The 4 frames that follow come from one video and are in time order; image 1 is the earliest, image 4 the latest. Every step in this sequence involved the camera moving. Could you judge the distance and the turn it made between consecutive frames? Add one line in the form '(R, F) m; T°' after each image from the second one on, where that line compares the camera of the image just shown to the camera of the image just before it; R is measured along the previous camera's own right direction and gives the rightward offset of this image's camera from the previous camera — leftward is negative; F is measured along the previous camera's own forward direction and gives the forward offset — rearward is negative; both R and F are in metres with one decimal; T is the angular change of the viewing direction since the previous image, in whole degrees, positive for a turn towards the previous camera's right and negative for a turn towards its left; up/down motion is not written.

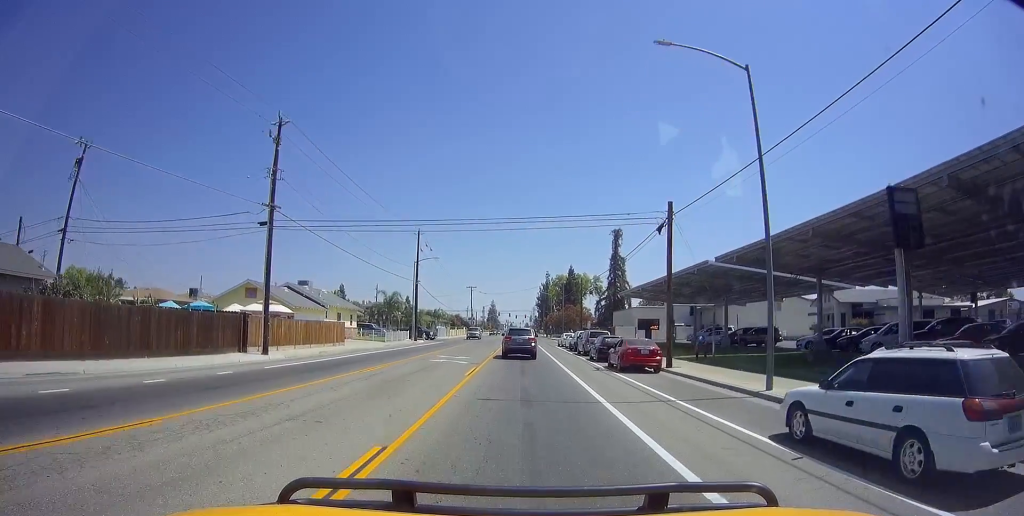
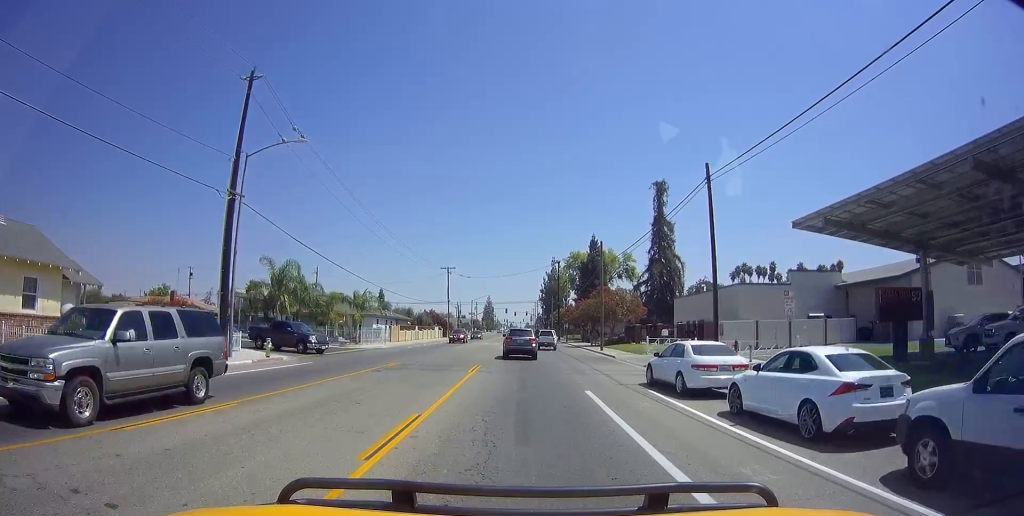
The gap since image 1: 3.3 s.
(-0.2, +40.3) m; -2°
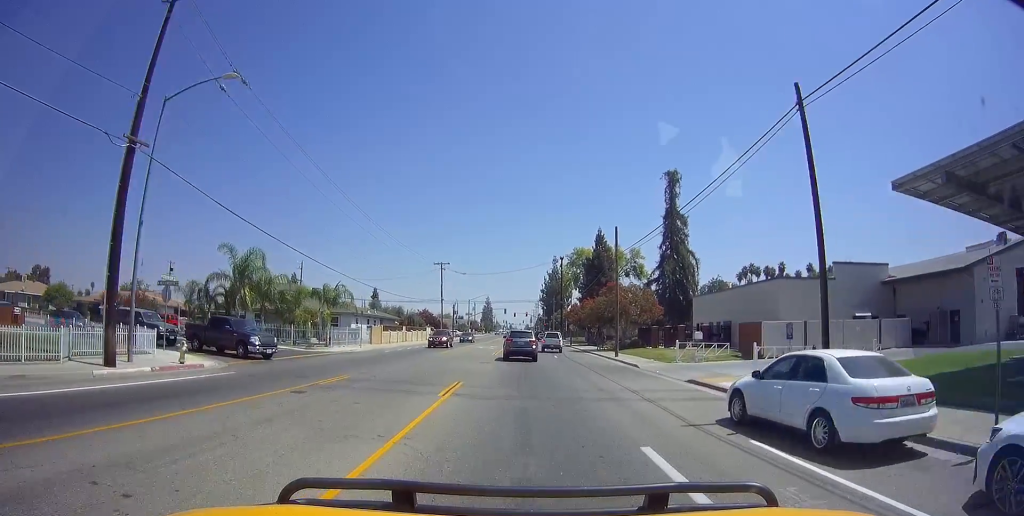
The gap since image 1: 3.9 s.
(0.0, +6.9) m; -1°
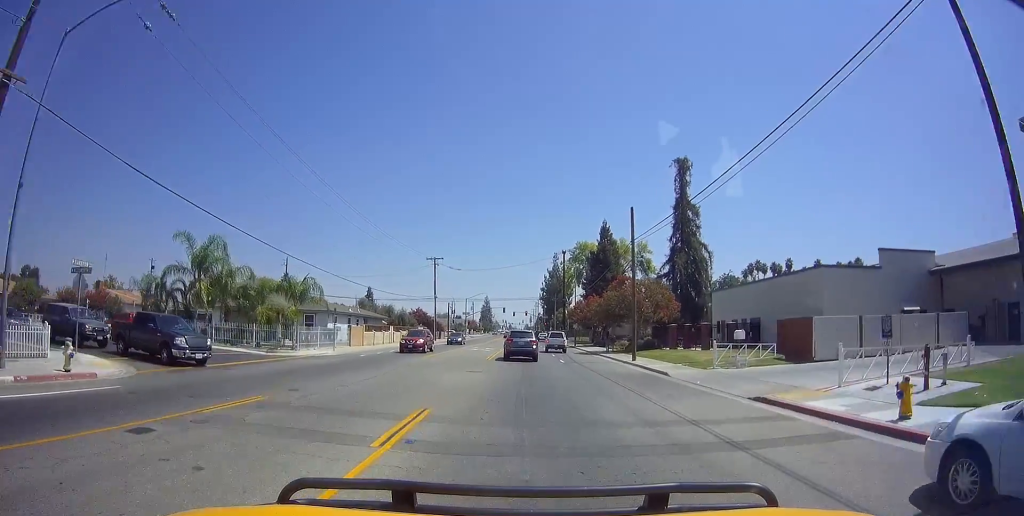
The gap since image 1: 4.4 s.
(0.0, +5.7) m; 0°
